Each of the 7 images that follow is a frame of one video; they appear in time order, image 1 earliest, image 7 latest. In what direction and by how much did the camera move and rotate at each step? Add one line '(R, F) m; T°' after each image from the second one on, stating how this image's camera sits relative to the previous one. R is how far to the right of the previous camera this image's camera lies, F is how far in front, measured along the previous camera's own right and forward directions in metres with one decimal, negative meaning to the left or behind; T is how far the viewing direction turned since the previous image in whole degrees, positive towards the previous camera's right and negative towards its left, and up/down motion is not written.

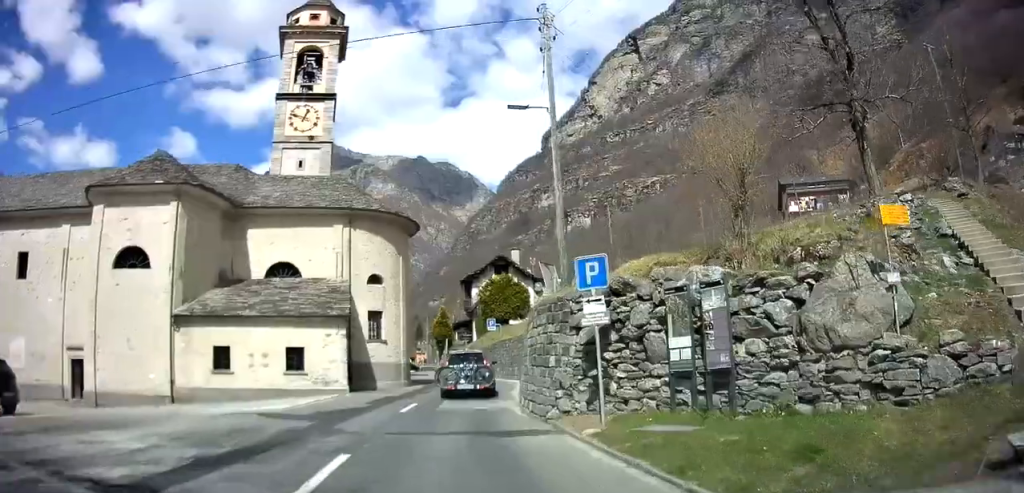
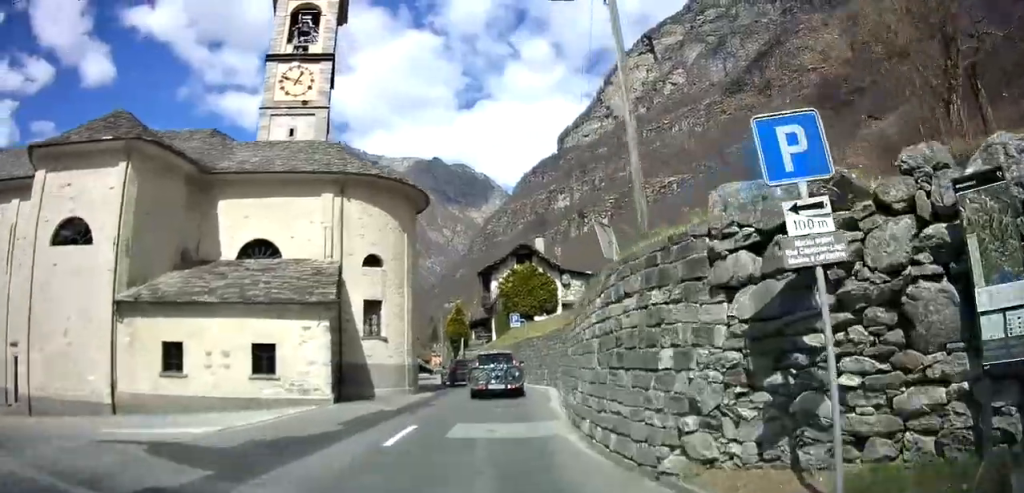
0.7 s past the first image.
(0.0, +5.9) m; +1°
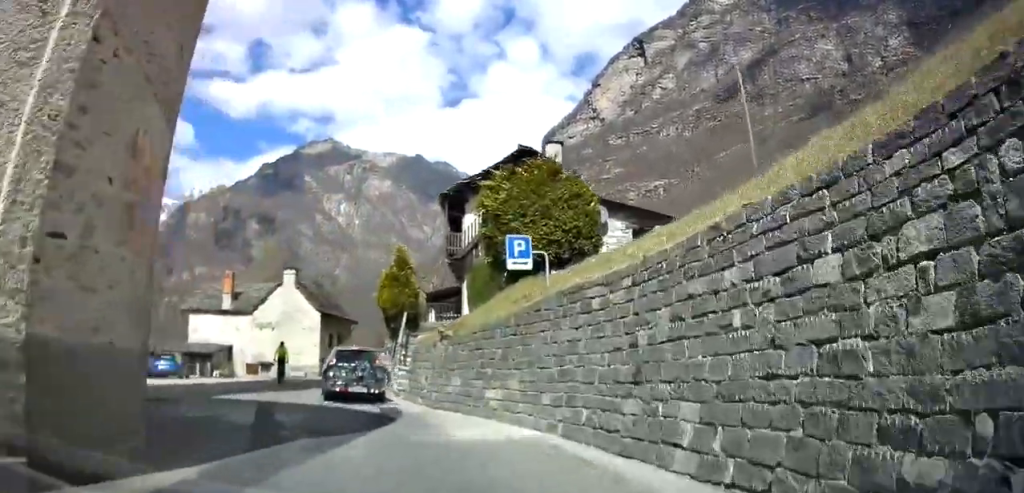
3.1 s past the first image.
(+0.3, +20.7) m; -1°
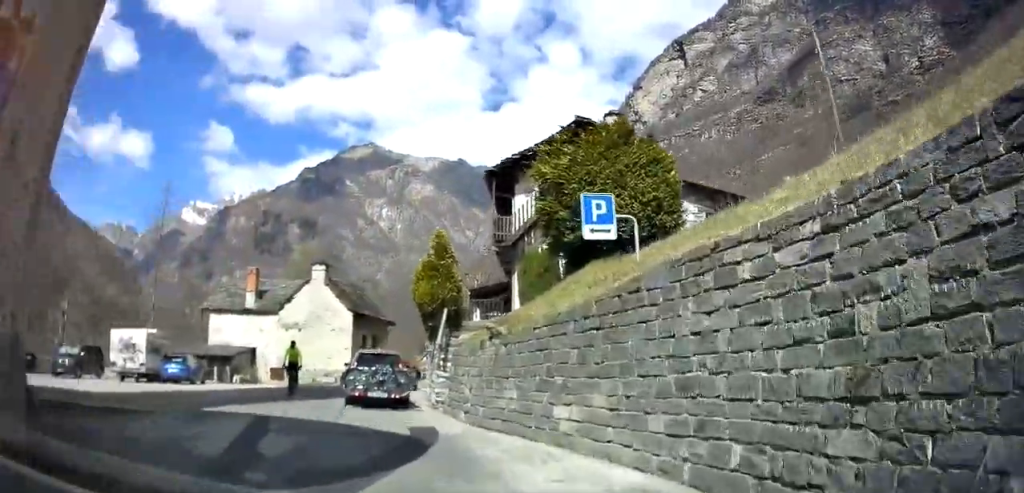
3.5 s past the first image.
(0.0, +3.8) m; -1°
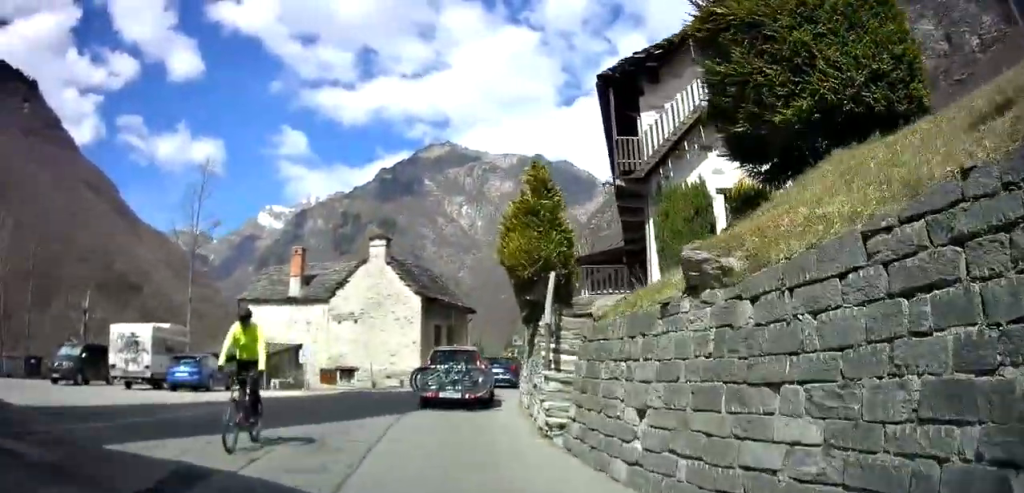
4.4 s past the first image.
(+0.1, +7.5) m; -4°
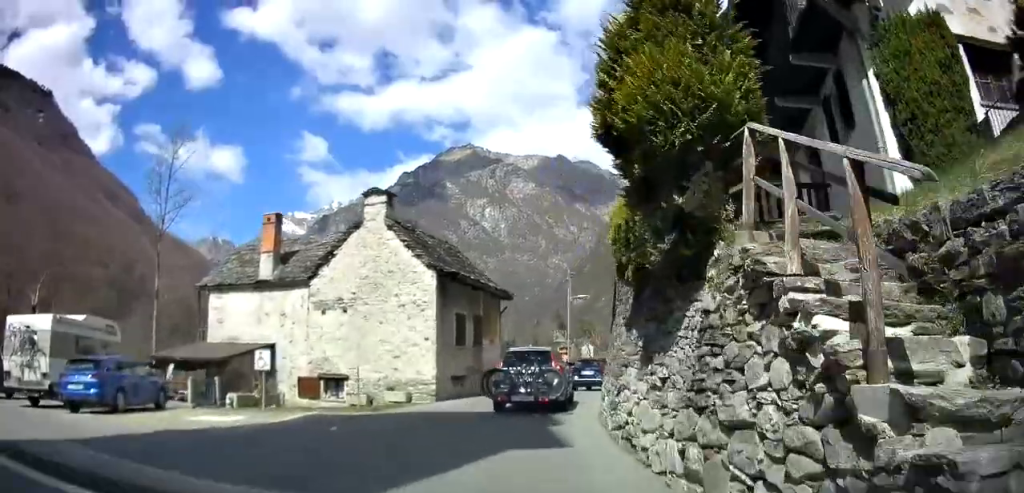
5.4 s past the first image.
(-0.8, +8.5) m; -4°
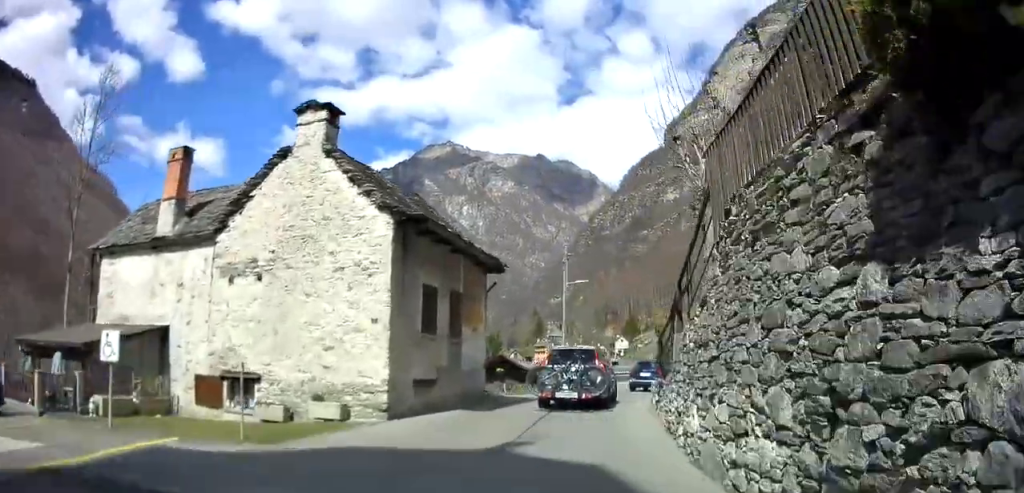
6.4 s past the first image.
(+0.2, +7.5) m; +3°
